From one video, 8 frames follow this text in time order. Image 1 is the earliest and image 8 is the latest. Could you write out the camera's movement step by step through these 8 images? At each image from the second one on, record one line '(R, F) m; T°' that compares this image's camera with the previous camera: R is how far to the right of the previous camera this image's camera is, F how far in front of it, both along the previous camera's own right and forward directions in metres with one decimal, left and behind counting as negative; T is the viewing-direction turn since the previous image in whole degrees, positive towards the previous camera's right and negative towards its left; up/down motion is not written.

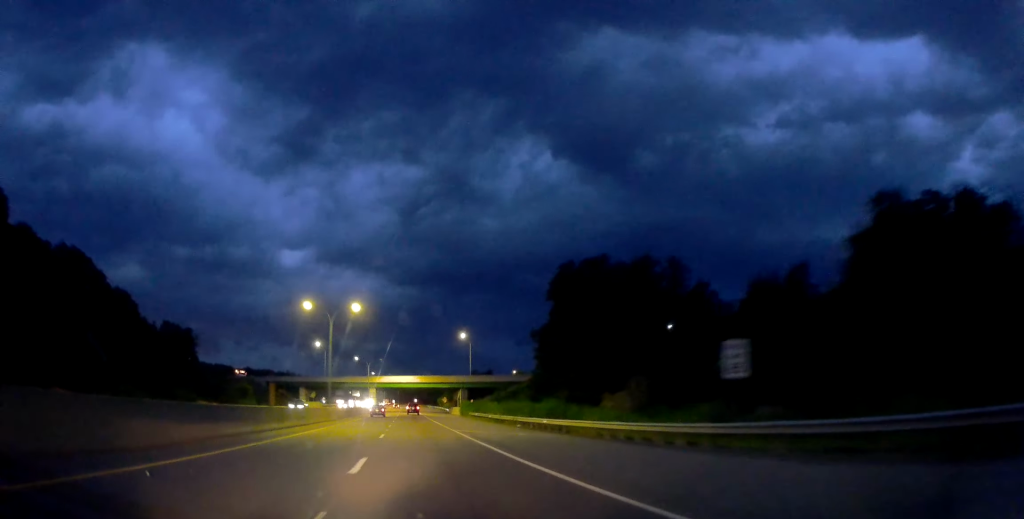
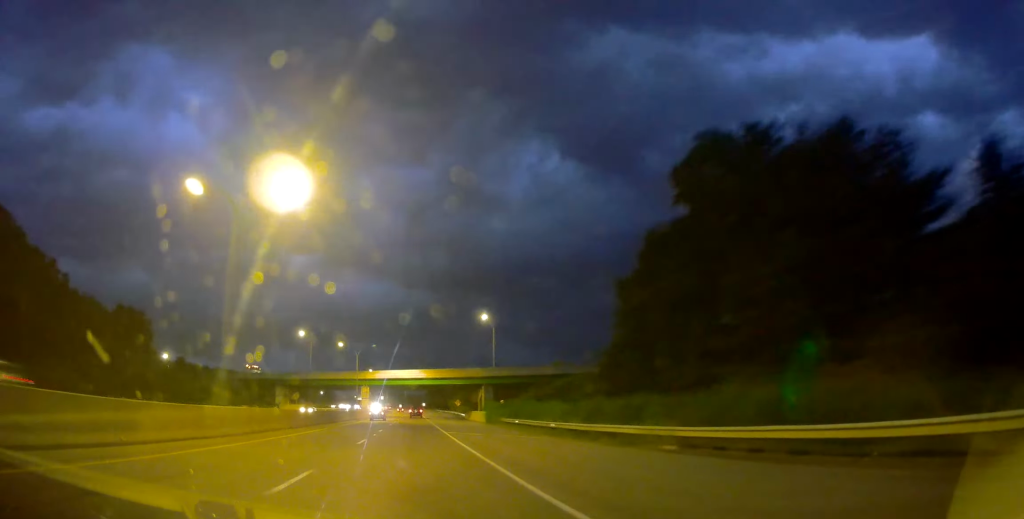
(0.0, +30.4) m; 0°
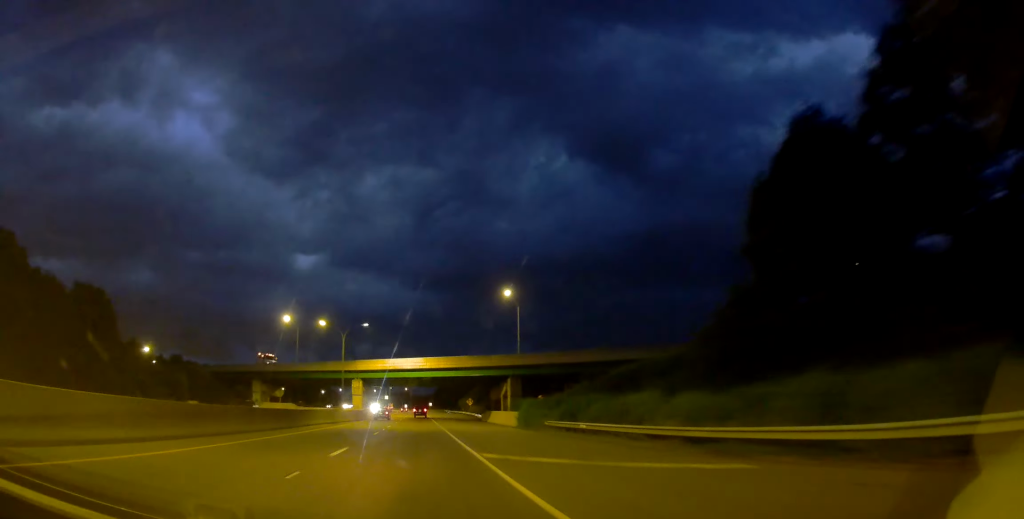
(0.0, +19.3) m; 0°
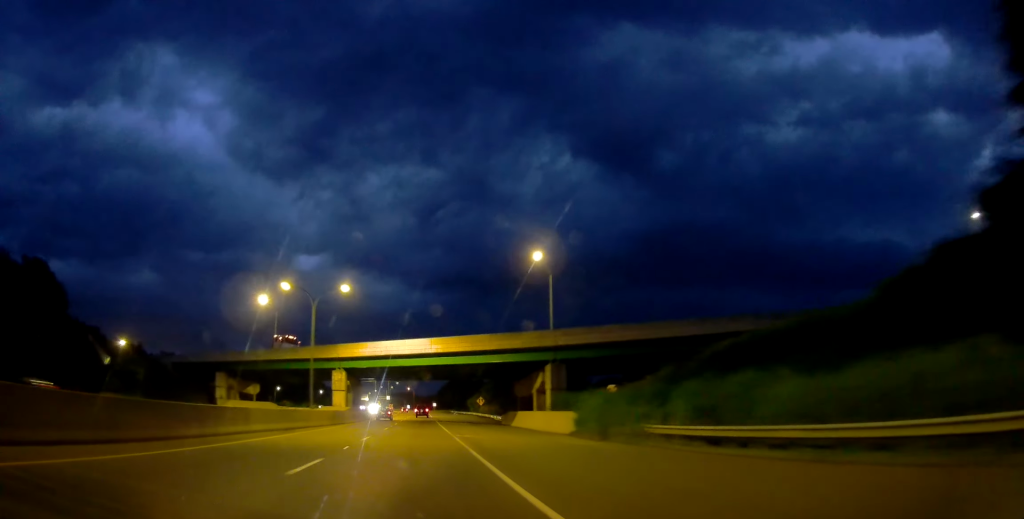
(+0.1, +18.2) m; -1°
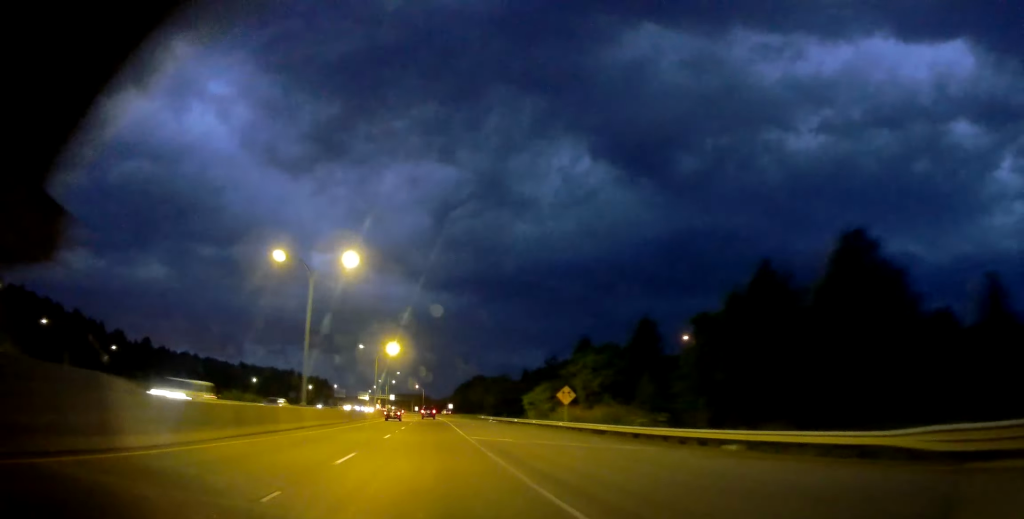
(-1.0, +62.9) m; 0°
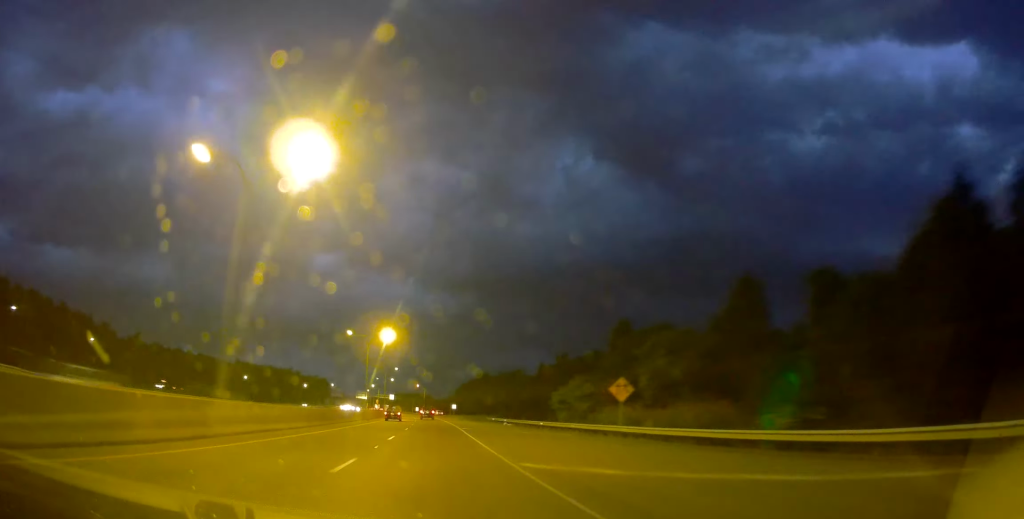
(+0.2, +14.4) m; 0°
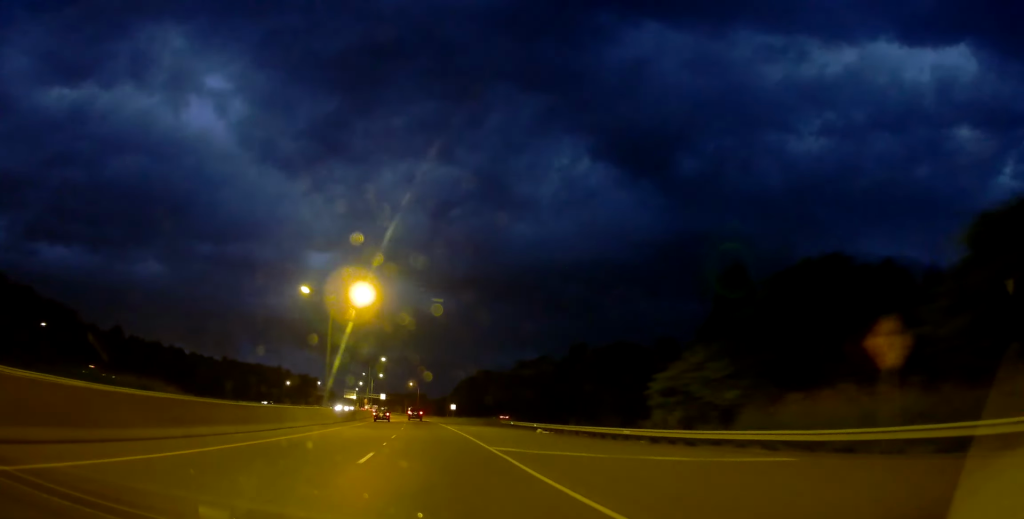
(0.0, +23.9) m; 0°
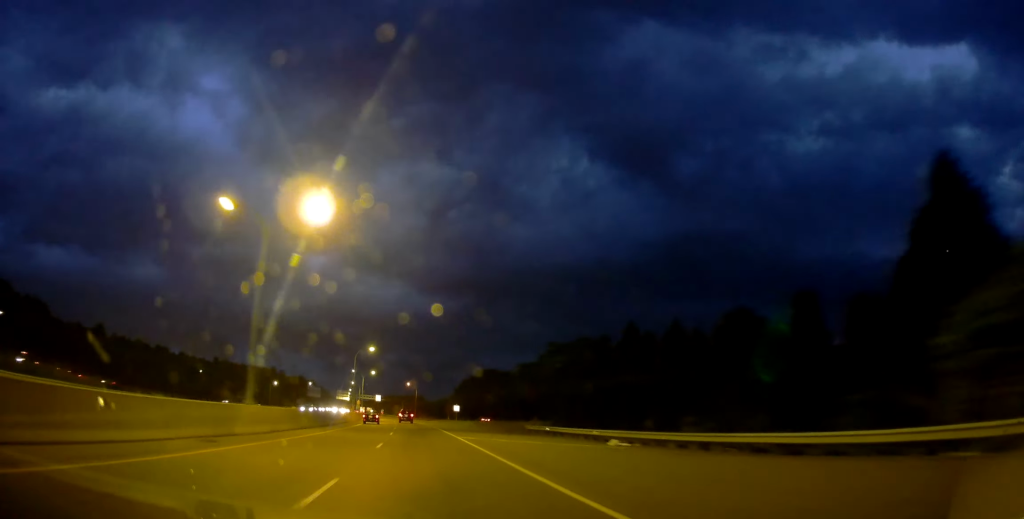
(-0.2, +18.9) m; -1°
